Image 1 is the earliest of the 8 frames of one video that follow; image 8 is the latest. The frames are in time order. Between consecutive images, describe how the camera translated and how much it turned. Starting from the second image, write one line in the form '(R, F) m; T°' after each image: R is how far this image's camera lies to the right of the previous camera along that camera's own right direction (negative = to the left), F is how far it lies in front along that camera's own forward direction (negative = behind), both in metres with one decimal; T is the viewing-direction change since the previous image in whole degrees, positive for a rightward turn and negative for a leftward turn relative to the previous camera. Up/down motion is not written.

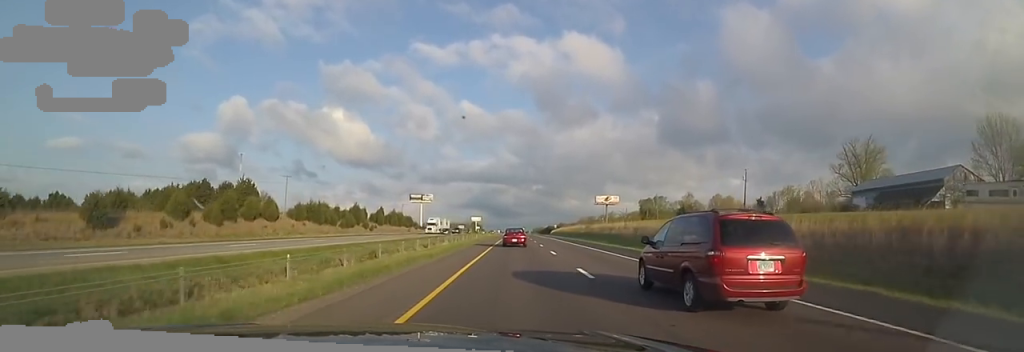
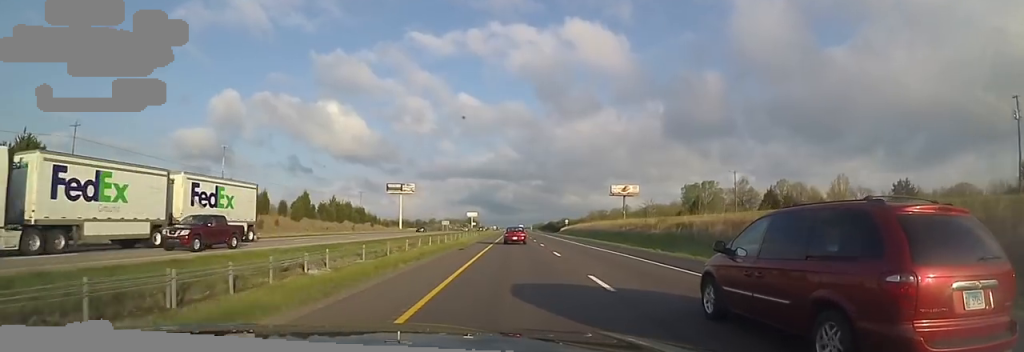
(+1.5, +50.4) m; +1°
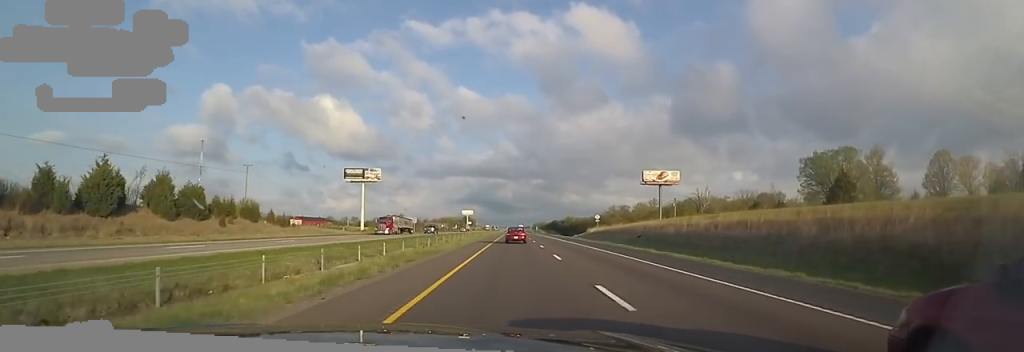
(-2.5, +63.3) m; -1°
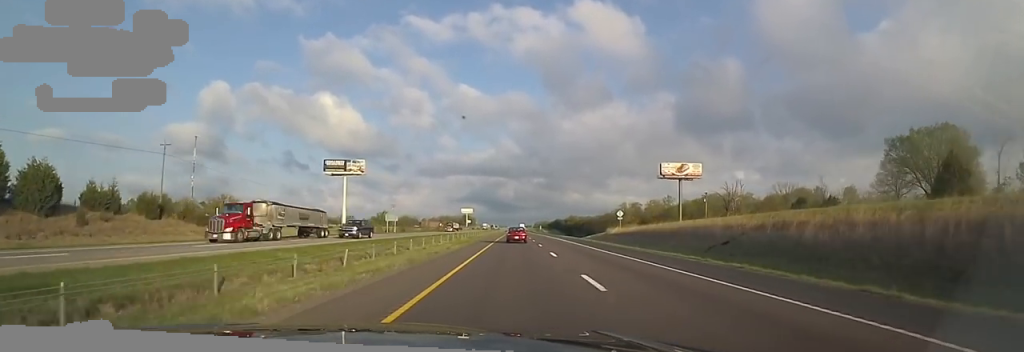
(+1.0, +21.9) m; +1°
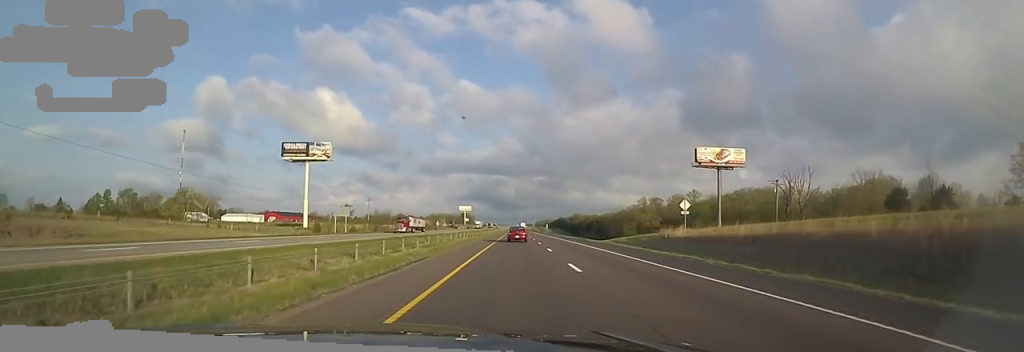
(+0.1, +32.4) m; -1°
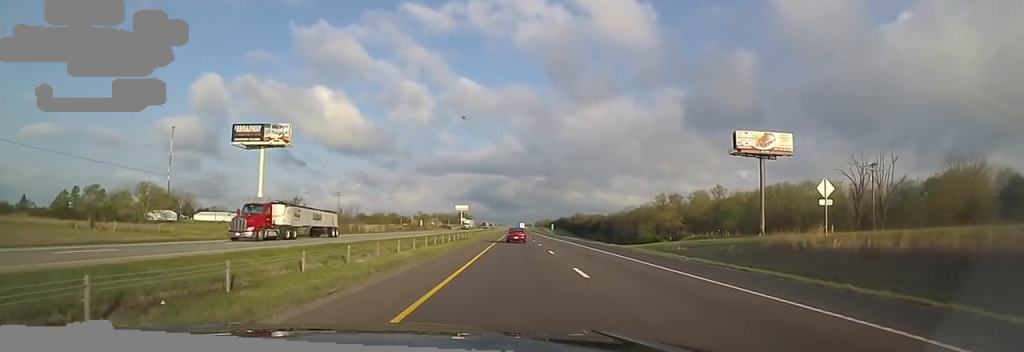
(-0.5, +25.5) m; -1°
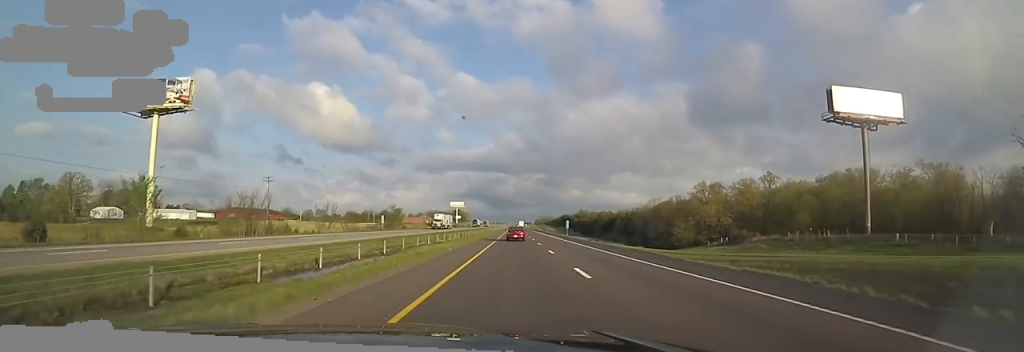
(-0.1, +37.2) m; +1°
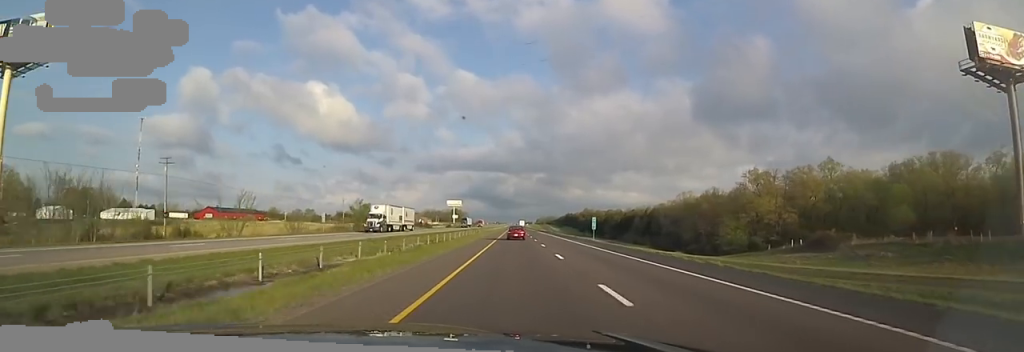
(+0.4, +29.3) m; +1°
